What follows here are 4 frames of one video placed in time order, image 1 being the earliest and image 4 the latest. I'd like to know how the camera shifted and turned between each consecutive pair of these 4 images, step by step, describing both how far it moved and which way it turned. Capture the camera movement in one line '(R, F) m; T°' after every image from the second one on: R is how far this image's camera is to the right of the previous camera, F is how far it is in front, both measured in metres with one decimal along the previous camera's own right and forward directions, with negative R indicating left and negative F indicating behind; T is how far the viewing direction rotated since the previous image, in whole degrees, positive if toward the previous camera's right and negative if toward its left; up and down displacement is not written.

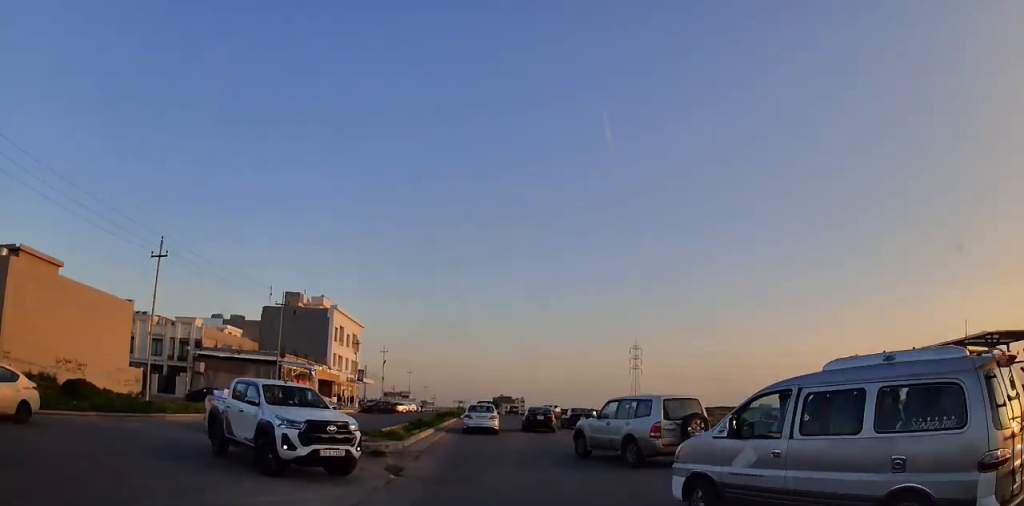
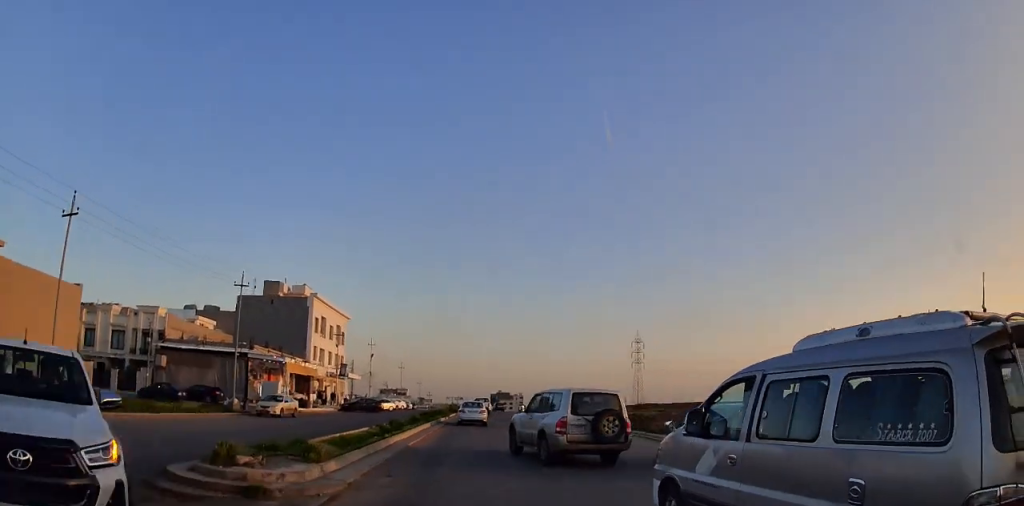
(+0.1, +7.4) m; -2°
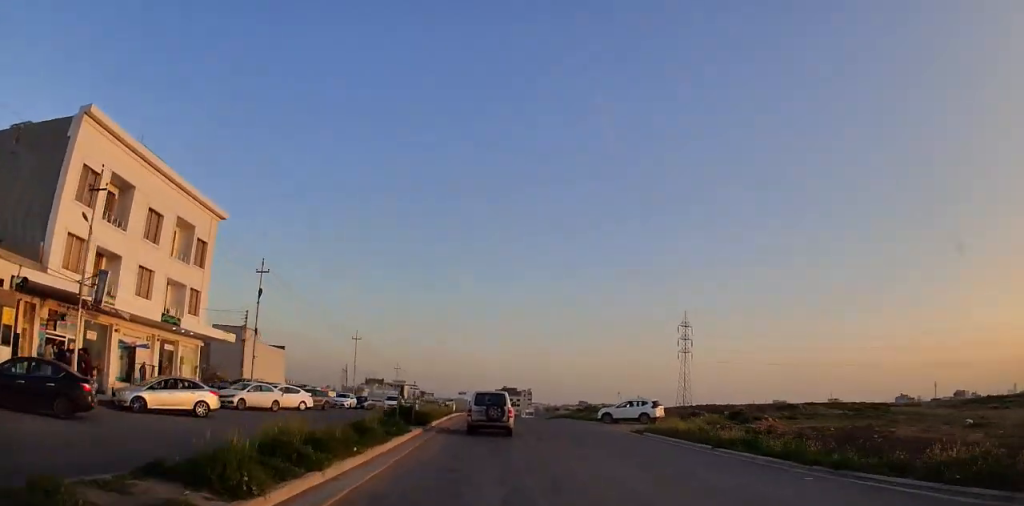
(+0.4, +53.5) m; +2°
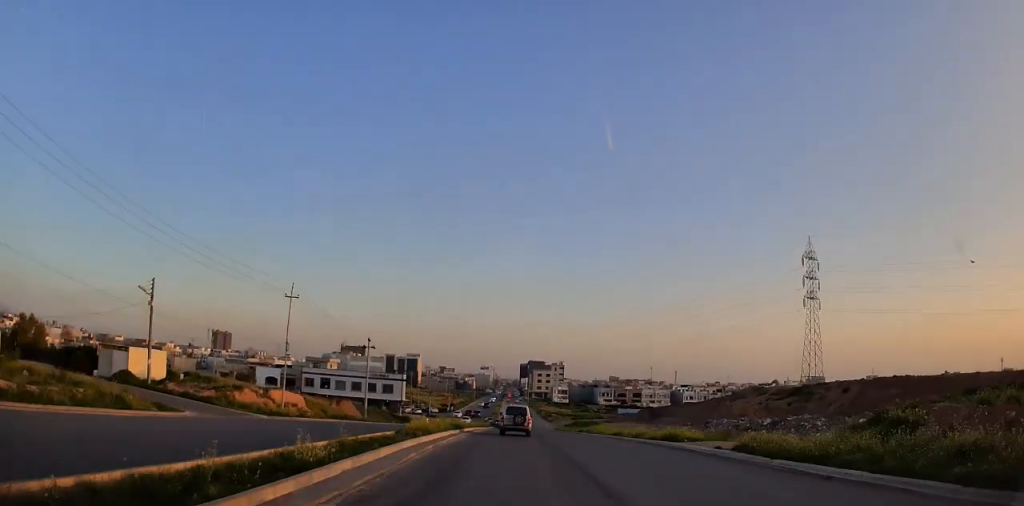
(-0.3, +68.6) m; -1°
